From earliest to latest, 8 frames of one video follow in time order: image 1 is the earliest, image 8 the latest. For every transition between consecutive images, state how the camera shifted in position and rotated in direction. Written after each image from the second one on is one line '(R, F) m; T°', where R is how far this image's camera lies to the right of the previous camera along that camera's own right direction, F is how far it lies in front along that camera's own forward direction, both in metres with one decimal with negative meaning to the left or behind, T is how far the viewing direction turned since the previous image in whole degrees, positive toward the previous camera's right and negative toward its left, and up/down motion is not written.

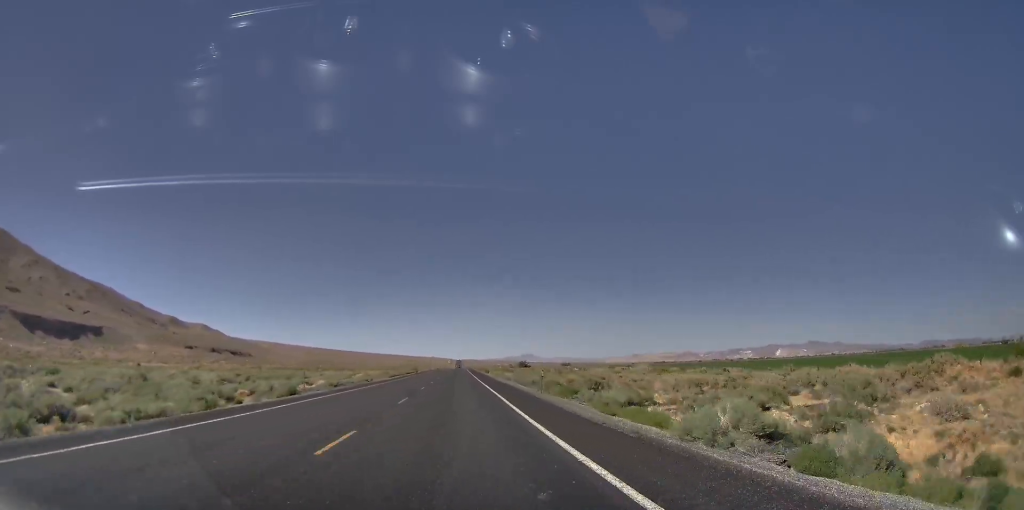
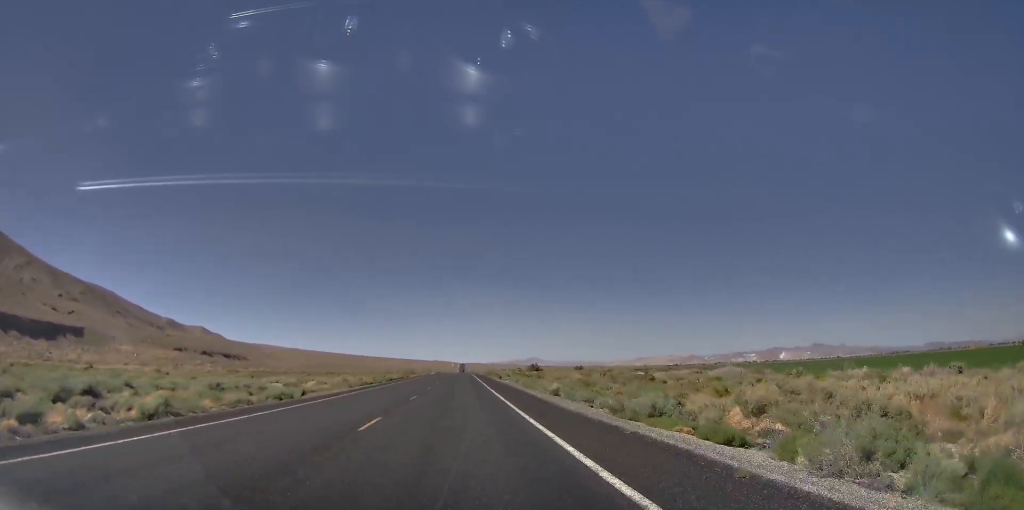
(+0.1, +32.7) m; 0°
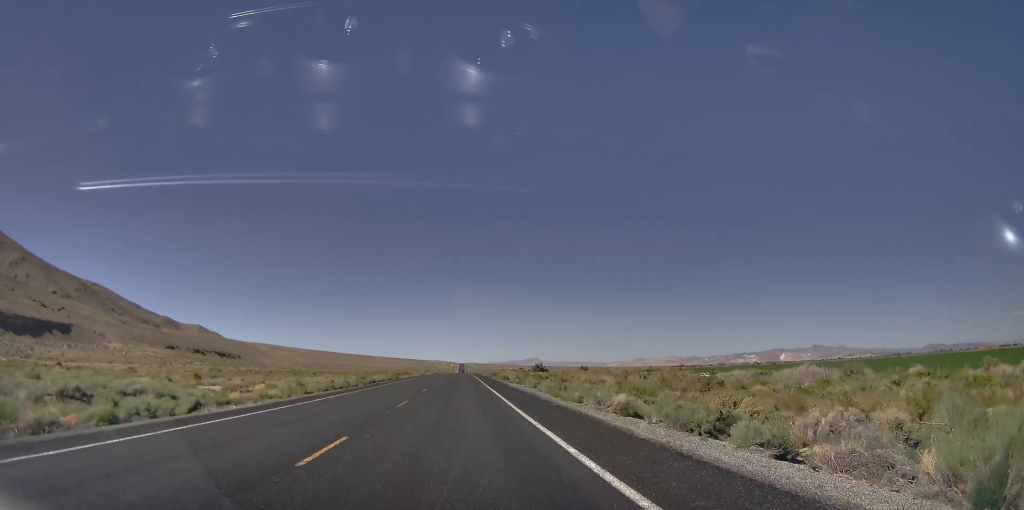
(+0.1, +16.8) m; 0°
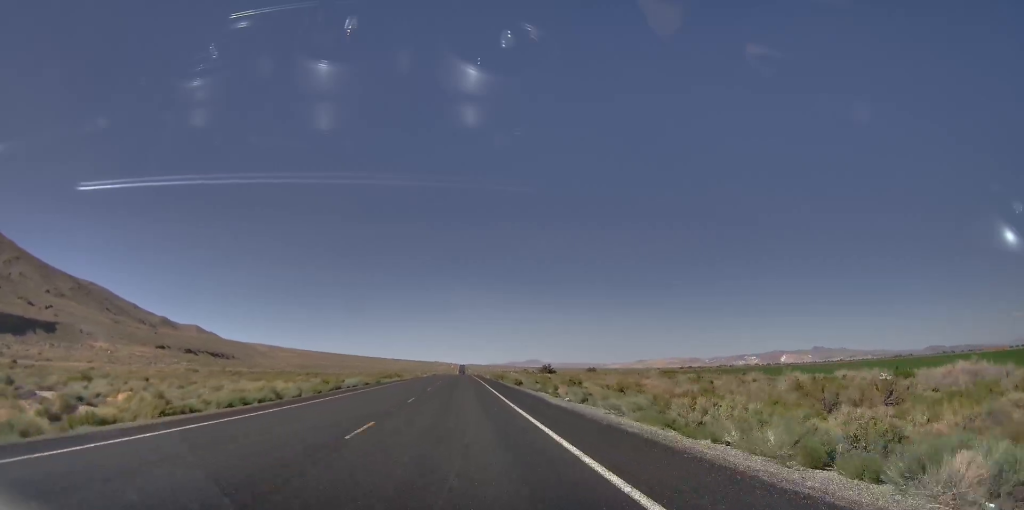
(+0.1, +21.0) m; 0°
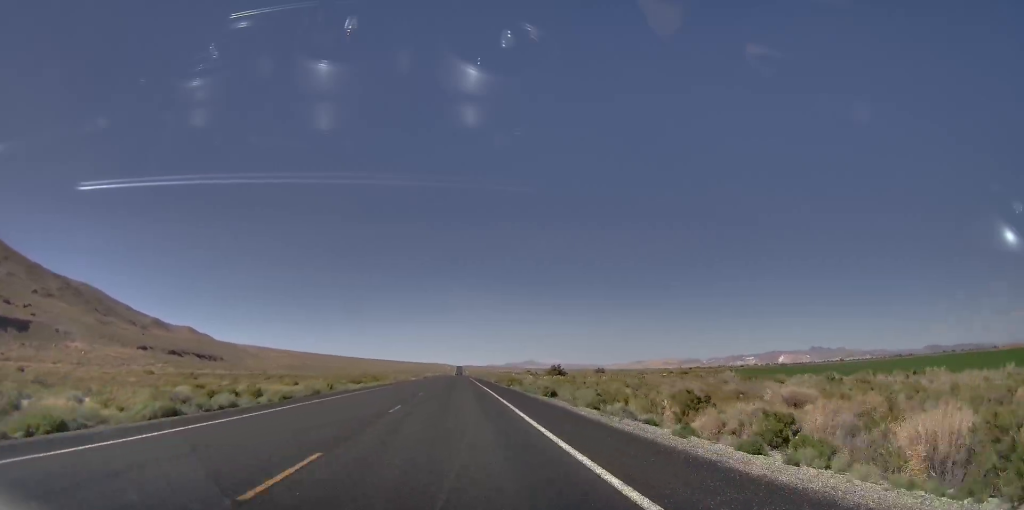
(0.0, +29.4) m; 0°
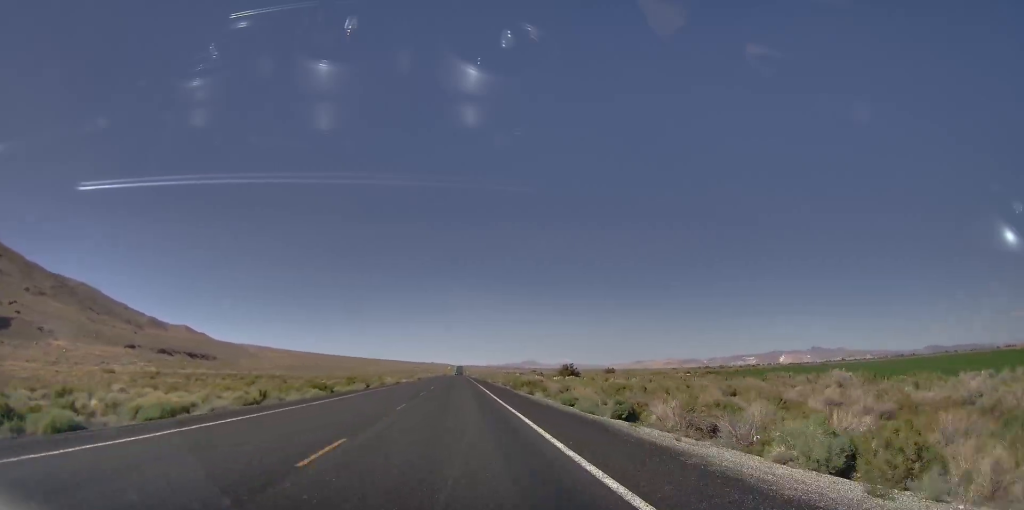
(-0.2, +22.1) m; 0°
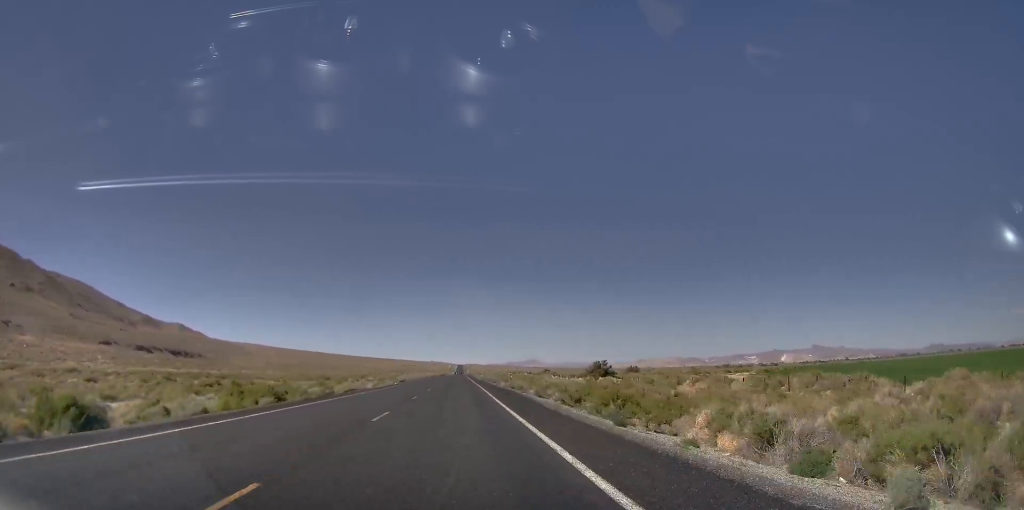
(+0.1, +41.3) m; +1°
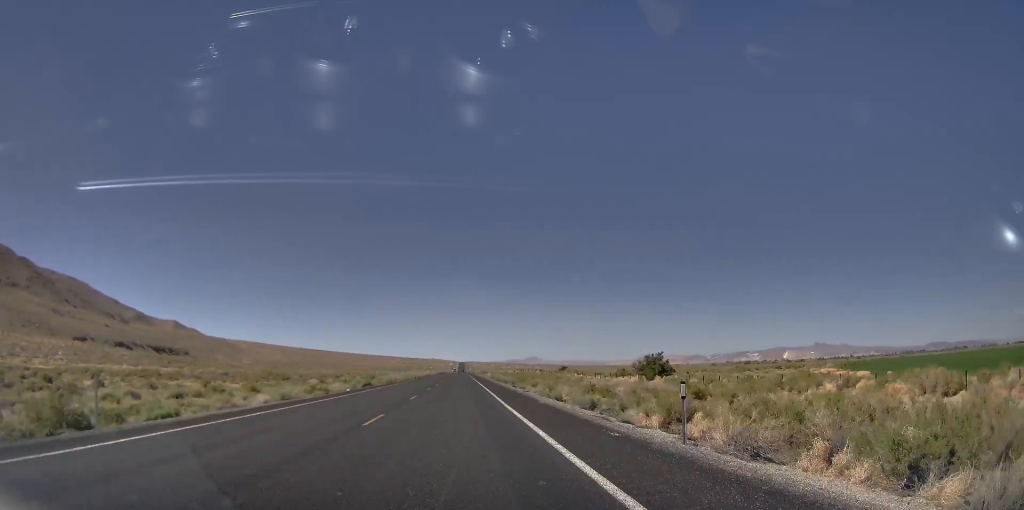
(+0.3, +36.3) m; 0°
